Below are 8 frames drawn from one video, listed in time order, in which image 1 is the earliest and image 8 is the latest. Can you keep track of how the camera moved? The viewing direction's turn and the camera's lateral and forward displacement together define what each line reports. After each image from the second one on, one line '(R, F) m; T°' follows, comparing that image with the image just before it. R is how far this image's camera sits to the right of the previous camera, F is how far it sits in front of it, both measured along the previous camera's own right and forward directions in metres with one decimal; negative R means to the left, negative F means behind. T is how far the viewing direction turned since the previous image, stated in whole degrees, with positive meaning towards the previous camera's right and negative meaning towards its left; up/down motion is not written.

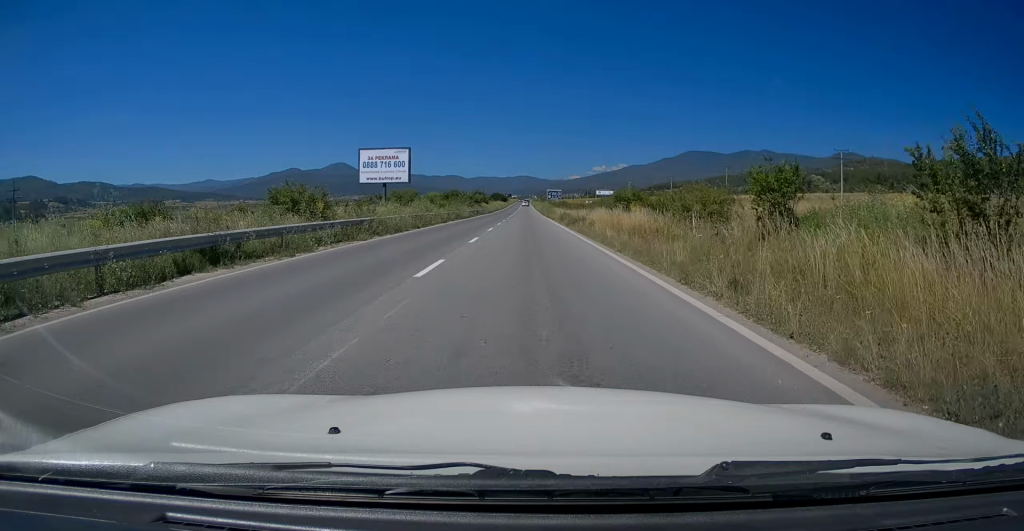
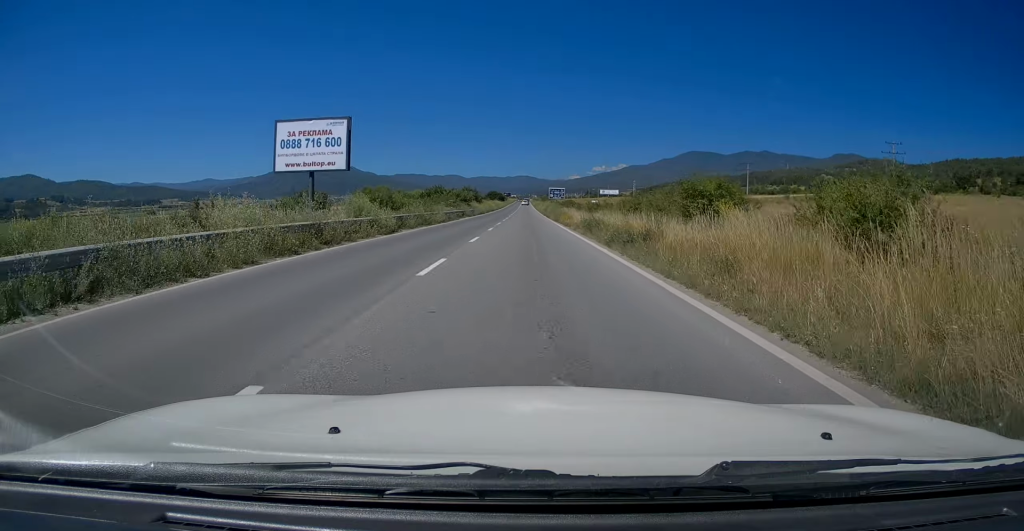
(-0.2, +17.9) m; 0°
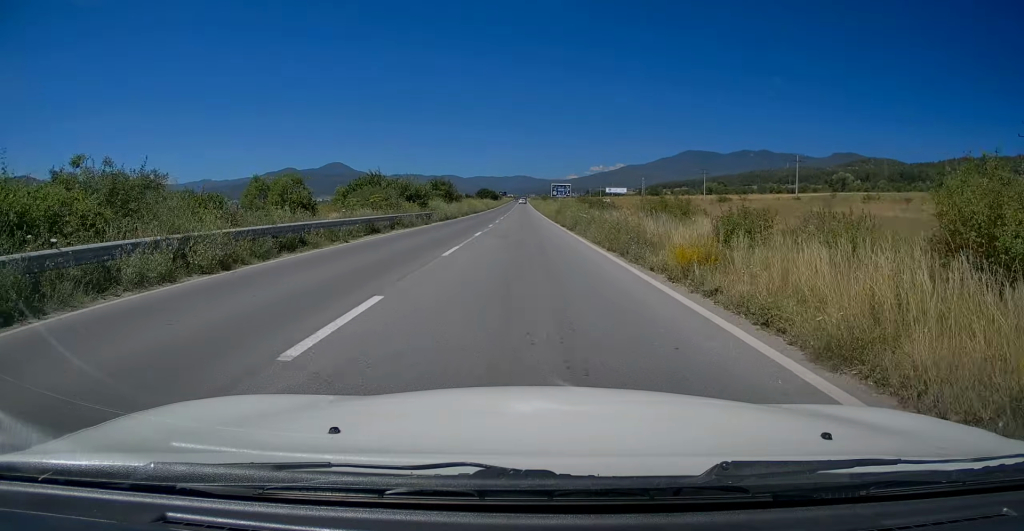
(+0.5, +32.3) m; +1°
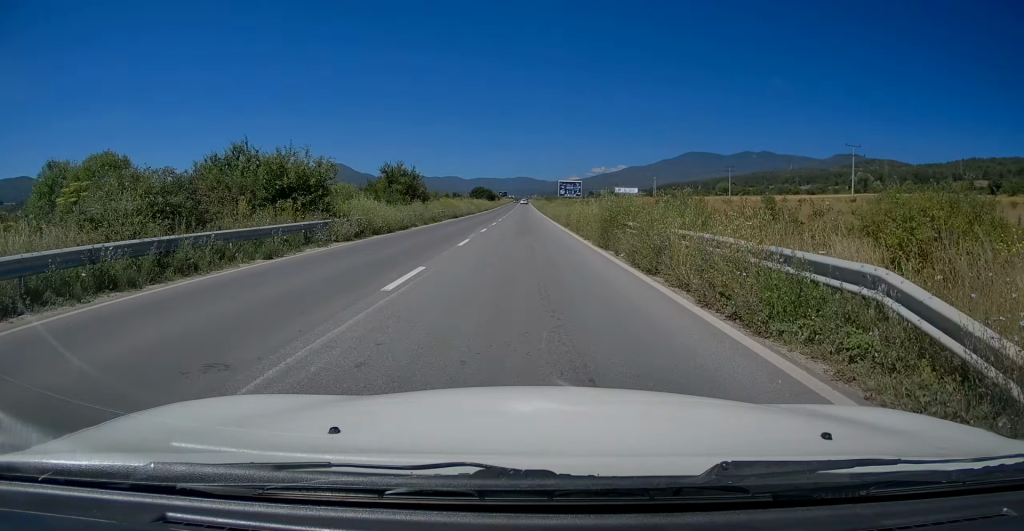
(-0.2, +23.4) m; 0°
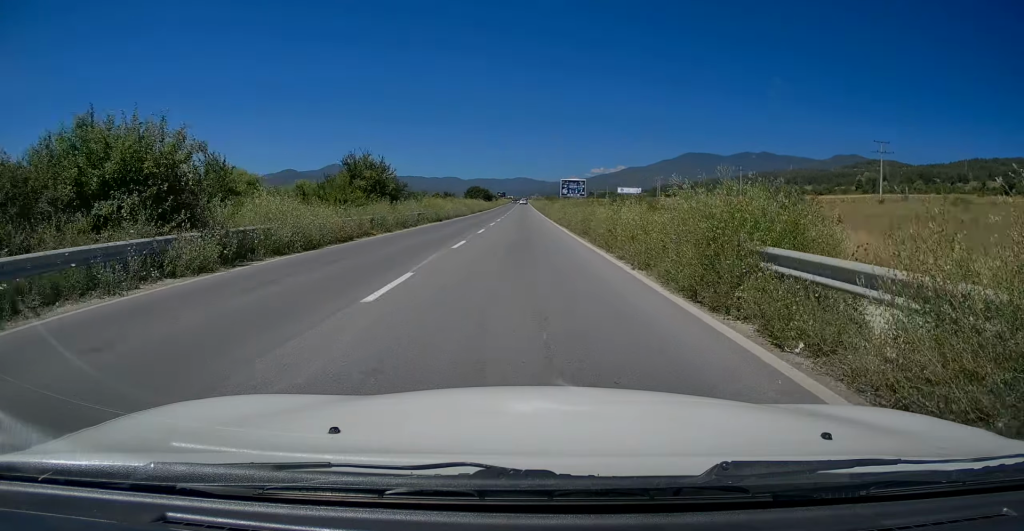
(0.0, +9.9) m; 0°
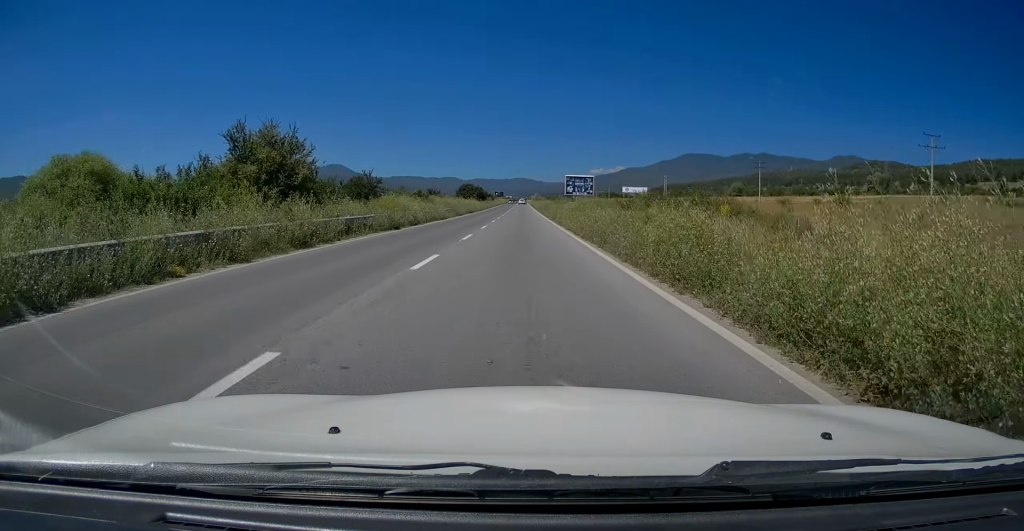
(+0.3, +14.5) m; 0°
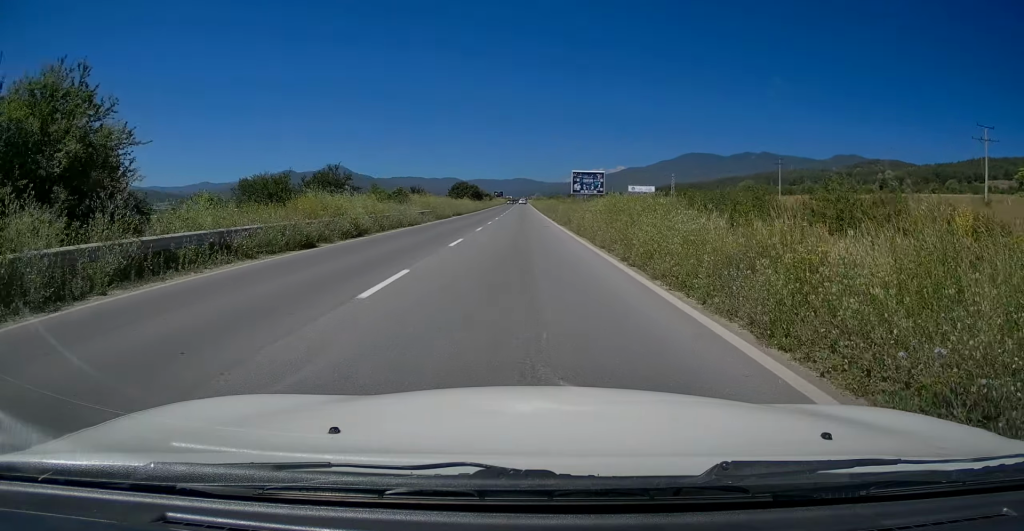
(-0.1, +12.2) m; 0°
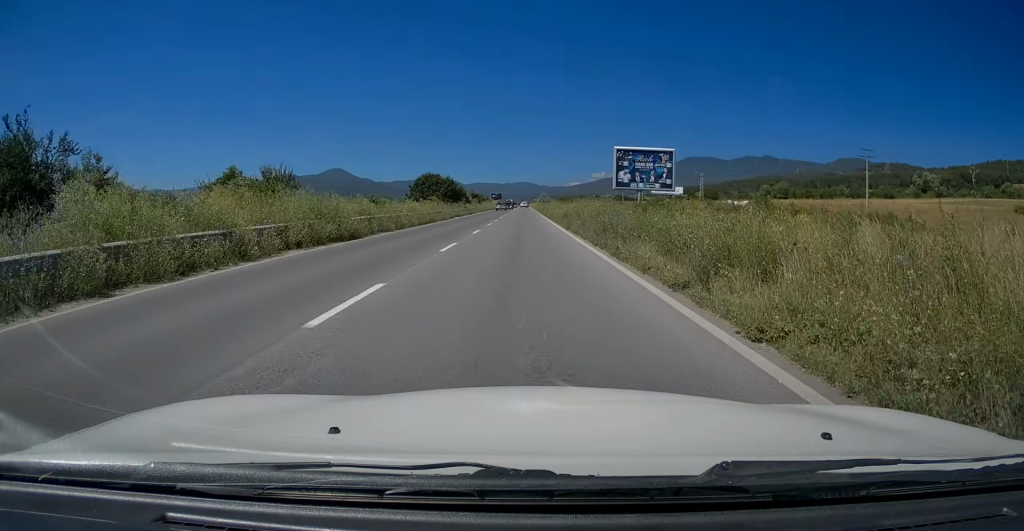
(-0.4, +37.5) m; 0°
